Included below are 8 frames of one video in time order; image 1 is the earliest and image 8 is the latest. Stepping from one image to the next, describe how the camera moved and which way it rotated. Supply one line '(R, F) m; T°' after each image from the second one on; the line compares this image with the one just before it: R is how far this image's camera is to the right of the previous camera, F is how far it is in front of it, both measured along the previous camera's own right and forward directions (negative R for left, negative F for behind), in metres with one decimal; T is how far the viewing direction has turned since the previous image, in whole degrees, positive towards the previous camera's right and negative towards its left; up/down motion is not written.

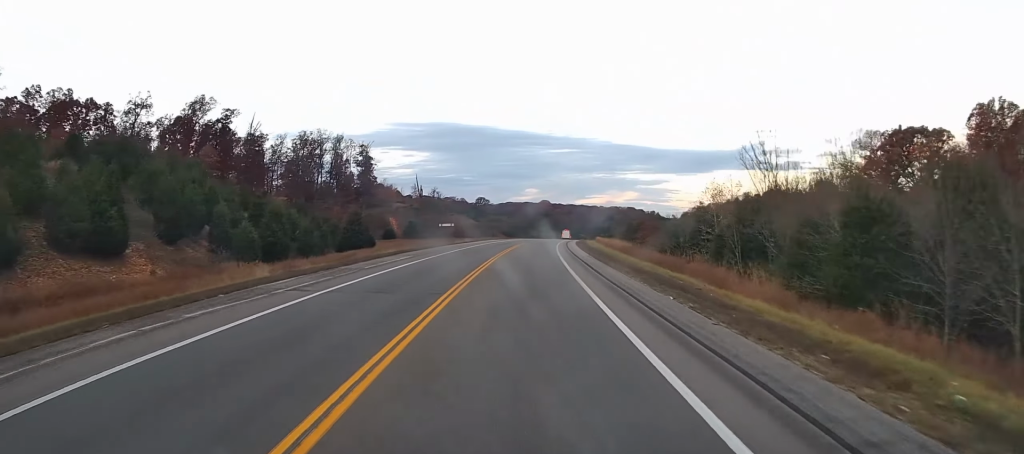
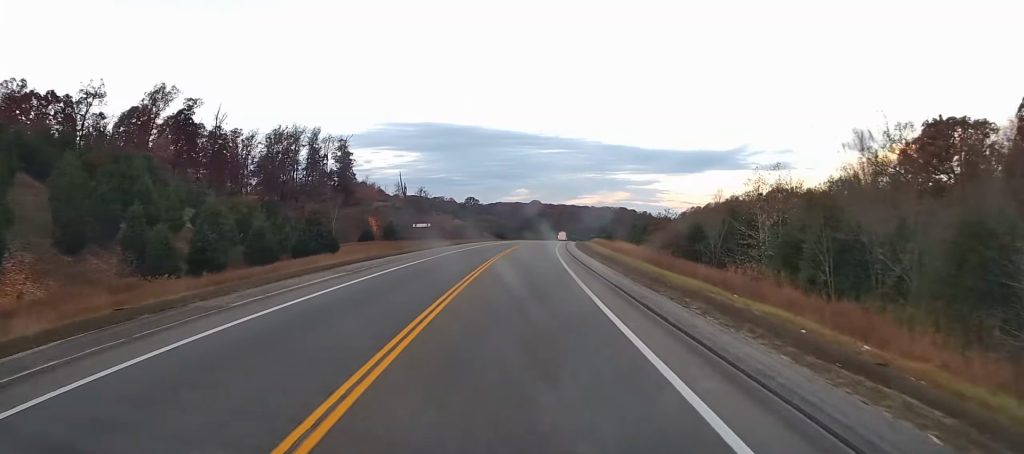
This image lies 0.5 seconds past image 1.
(-0.2, +13.0) m; +1°
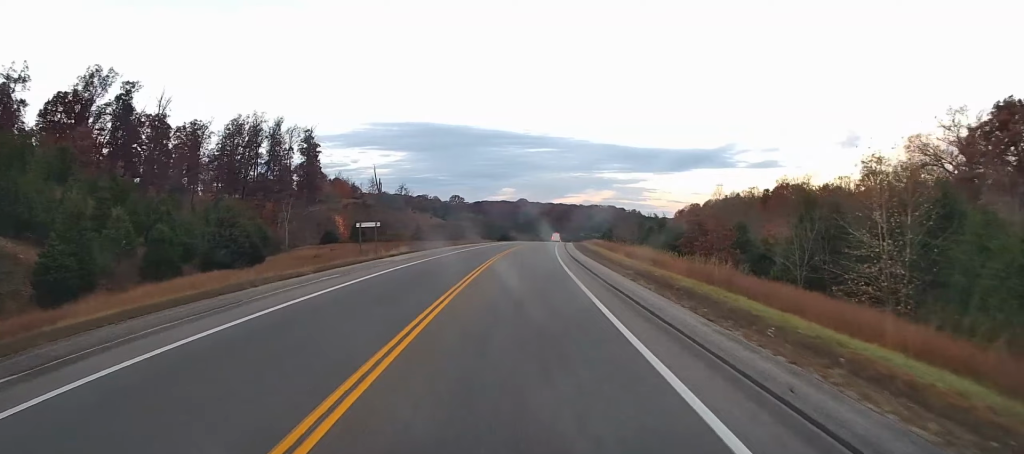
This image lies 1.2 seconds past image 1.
(+0.7, +17.9) m; +2°
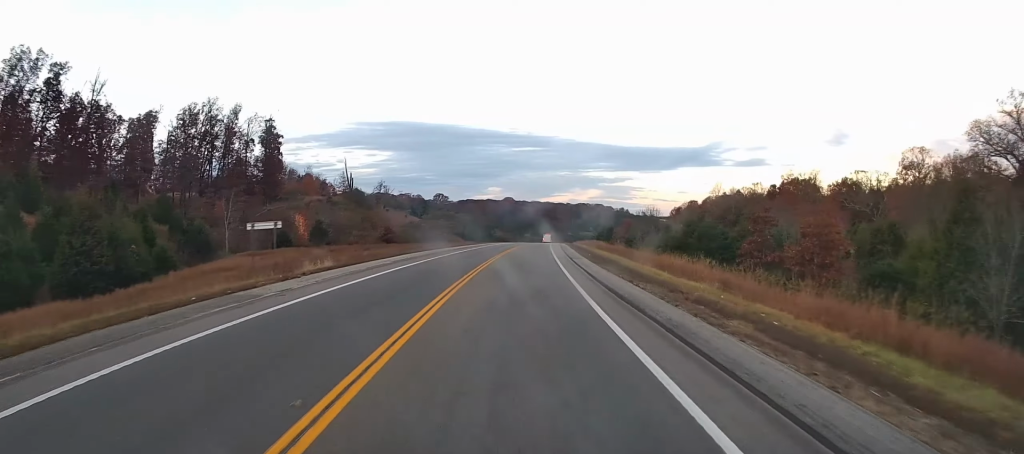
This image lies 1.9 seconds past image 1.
(+0.3, +17.0) m; +2°
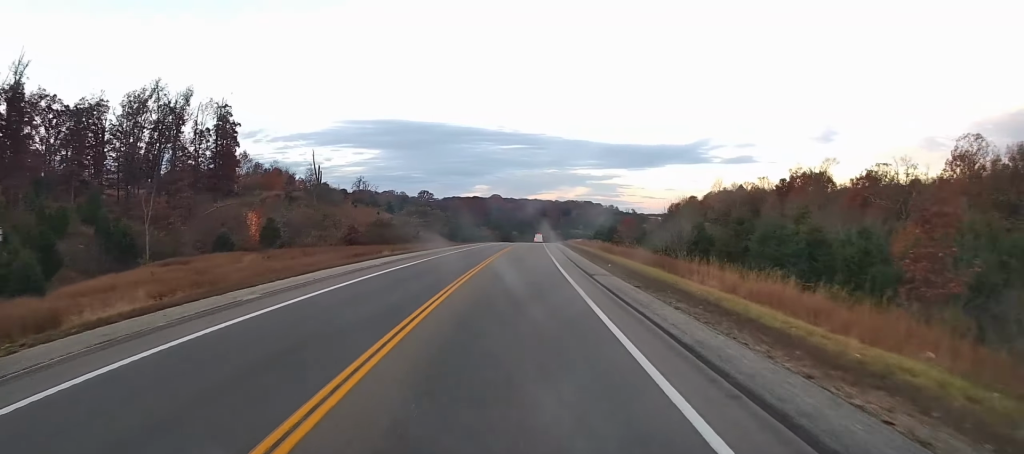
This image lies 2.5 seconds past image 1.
(0.0, +16.9) m; +2°
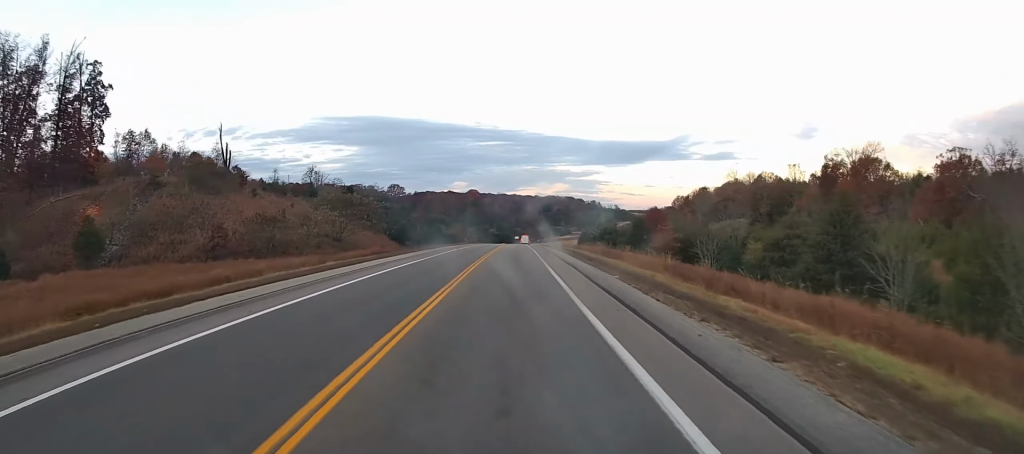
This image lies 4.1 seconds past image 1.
(+1.3, +39.1) m; +2°
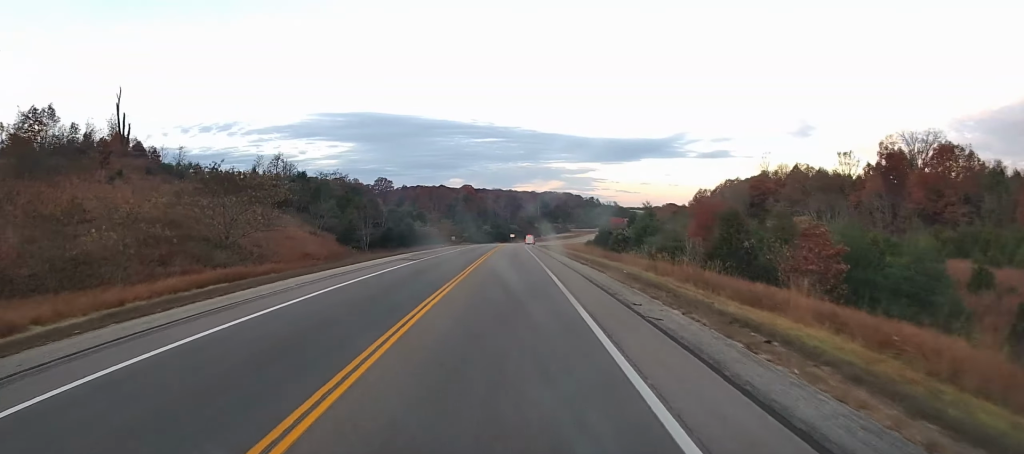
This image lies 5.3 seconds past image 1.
(-0.1, +30.4) m; 0°
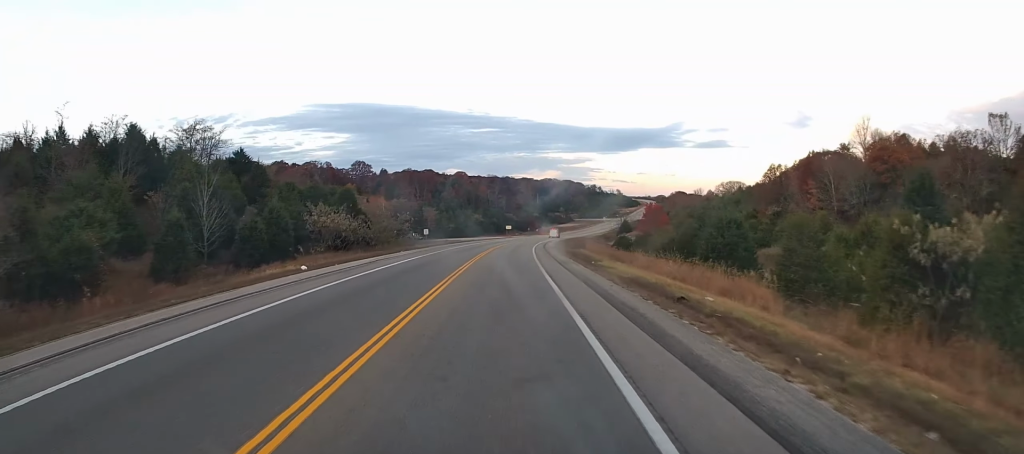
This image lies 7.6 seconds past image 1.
(+0.8, +55.2) m; 0°
